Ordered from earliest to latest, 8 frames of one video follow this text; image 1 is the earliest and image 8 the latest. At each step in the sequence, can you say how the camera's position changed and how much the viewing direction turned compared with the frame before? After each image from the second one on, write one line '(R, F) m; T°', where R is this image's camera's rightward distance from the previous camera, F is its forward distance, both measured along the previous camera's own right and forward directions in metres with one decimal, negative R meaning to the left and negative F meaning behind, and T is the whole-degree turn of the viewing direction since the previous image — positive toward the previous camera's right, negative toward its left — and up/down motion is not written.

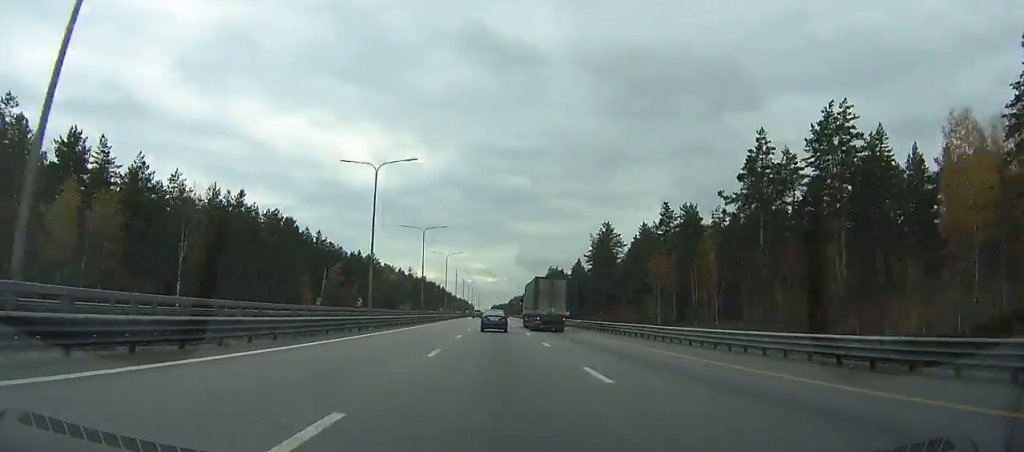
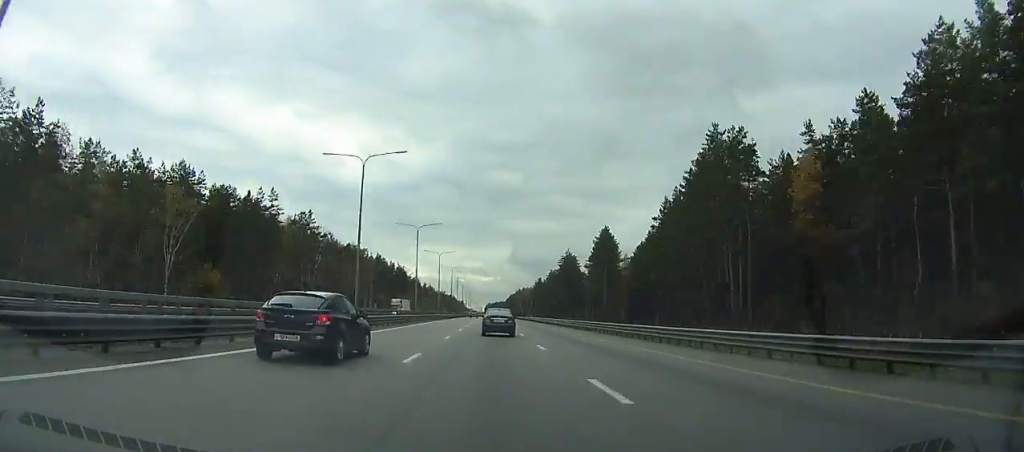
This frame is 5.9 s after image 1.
(+1.1, +185.9) m; 0°
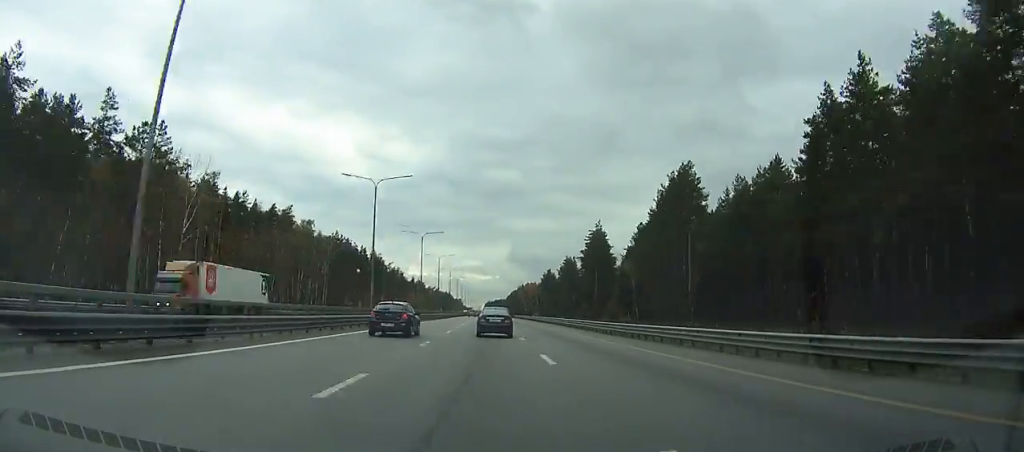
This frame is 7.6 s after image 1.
(0.0, +53.4) m; 0°
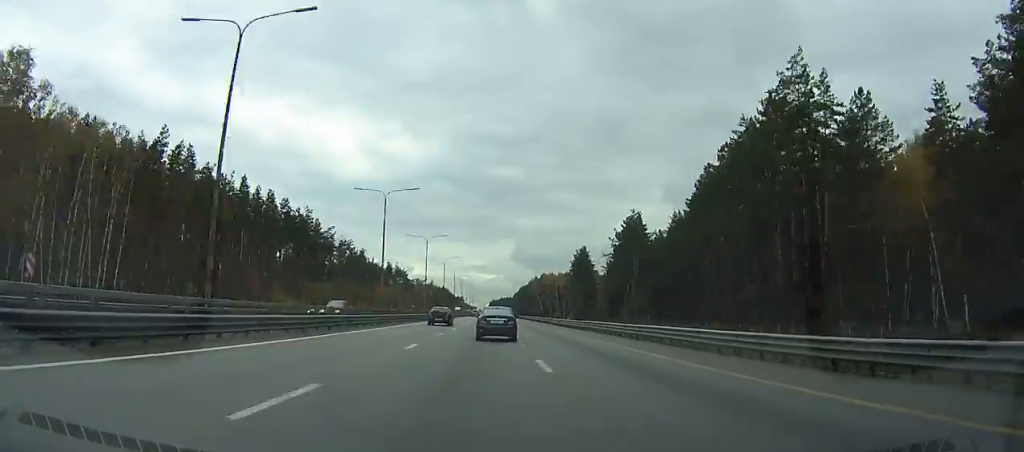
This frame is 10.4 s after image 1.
(0.0, +87.0) m; 0°
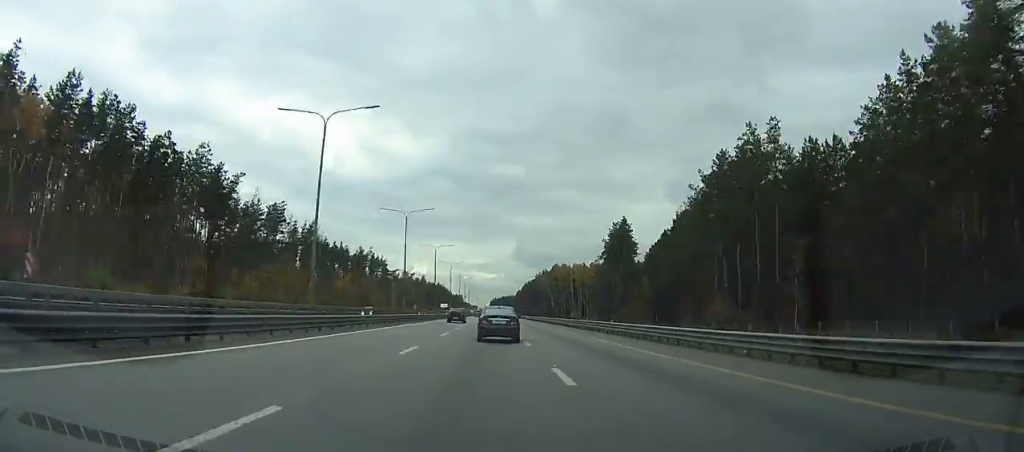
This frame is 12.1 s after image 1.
(0.0, +52.4) m; 0°
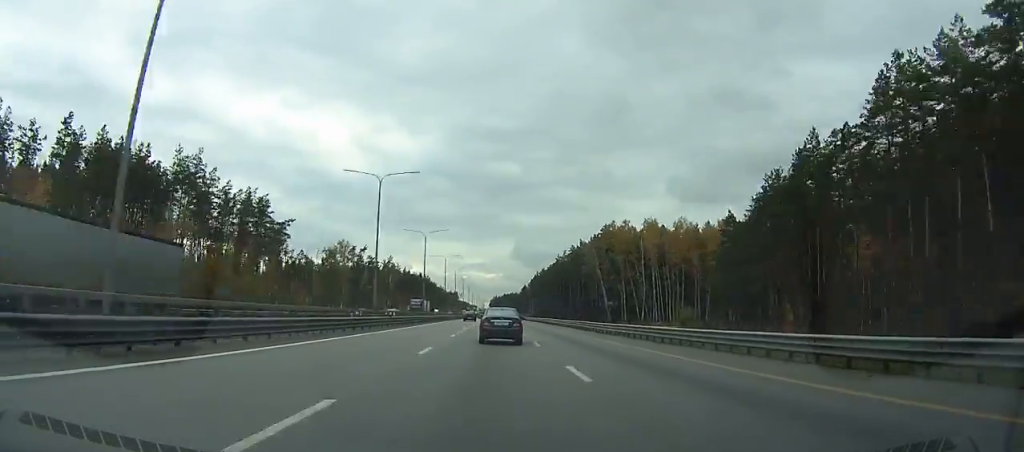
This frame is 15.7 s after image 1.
(0.0, +110.4) m; 0°
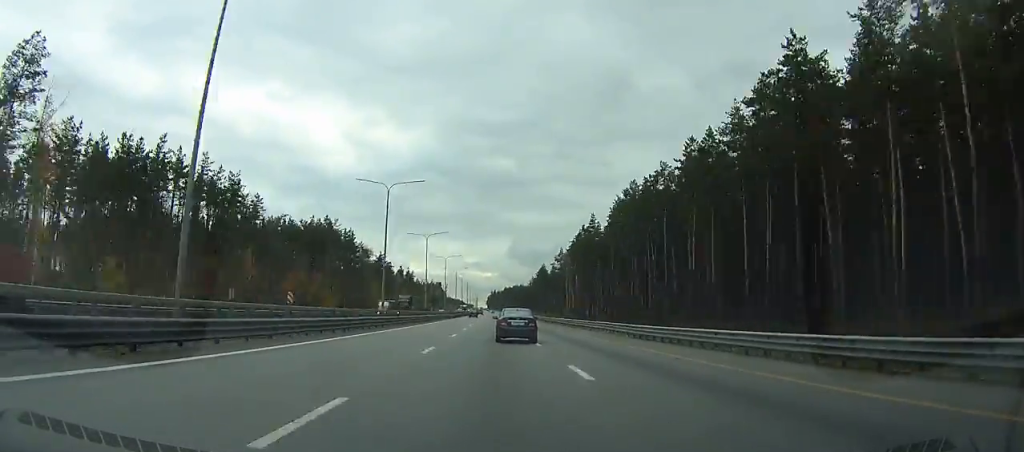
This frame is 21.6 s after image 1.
(-0.1, +180.1) m; 0°
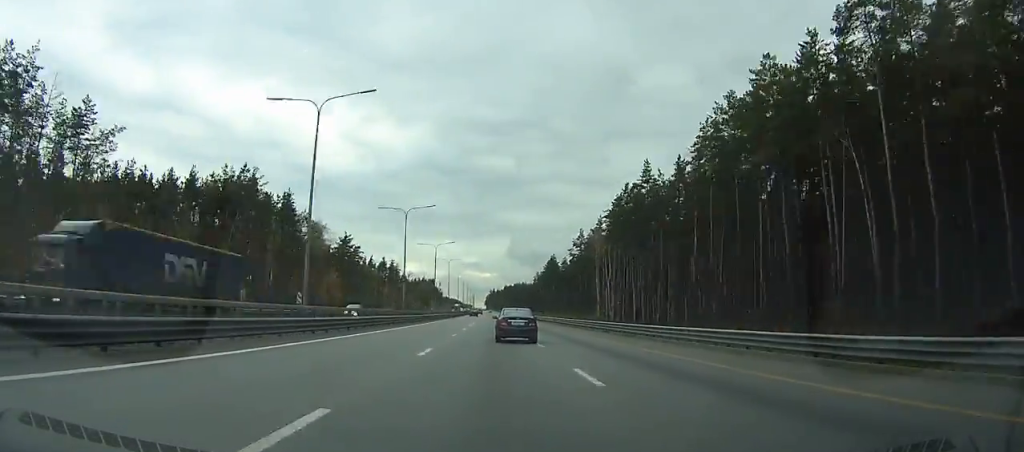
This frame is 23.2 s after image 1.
(0.0, +49.0) m; 0°
